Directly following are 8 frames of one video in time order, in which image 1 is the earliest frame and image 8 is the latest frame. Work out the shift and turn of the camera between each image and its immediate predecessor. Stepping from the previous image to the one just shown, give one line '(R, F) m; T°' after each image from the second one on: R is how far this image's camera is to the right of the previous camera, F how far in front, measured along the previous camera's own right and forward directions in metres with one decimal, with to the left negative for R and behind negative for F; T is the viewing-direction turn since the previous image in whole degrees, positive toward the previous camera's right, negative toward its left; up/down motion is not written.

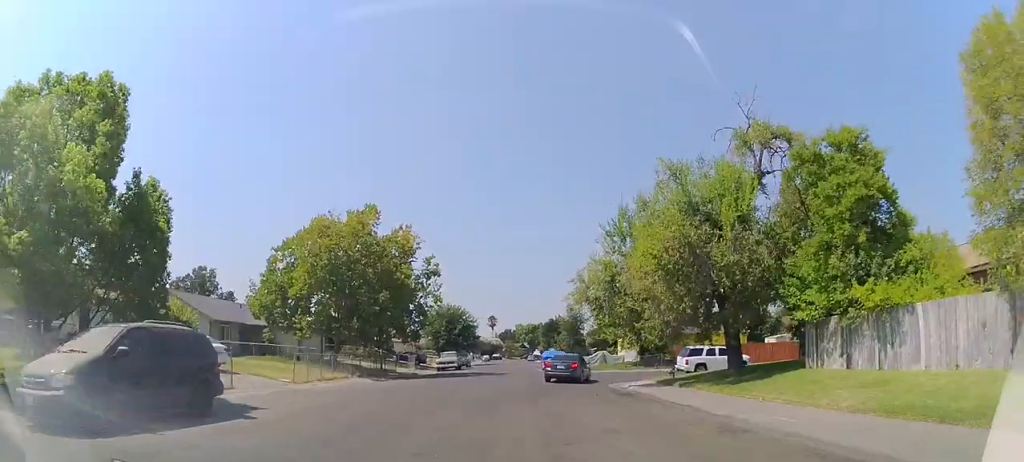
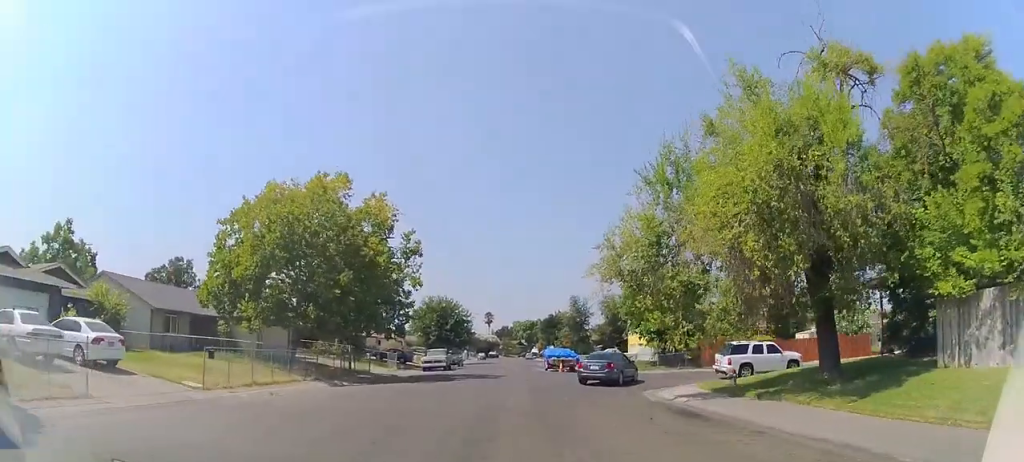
(-0.1, +6.9) m; +2°
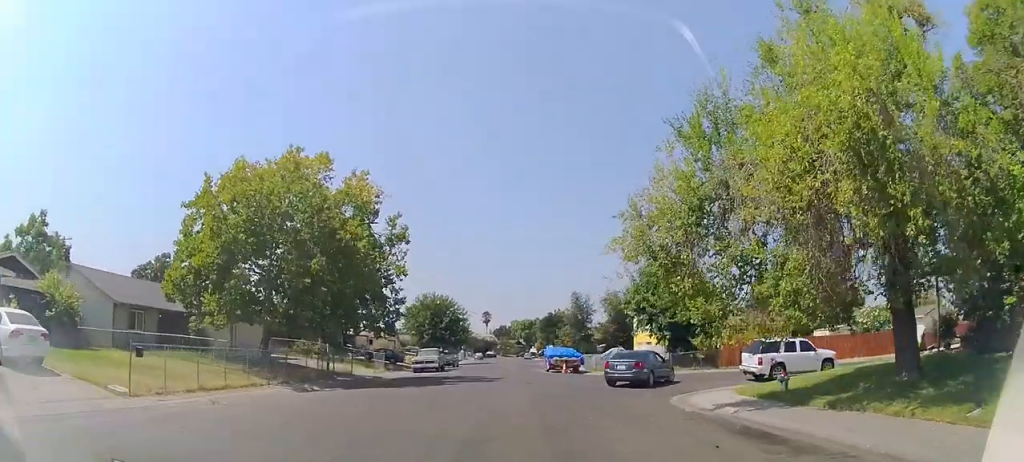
(-0.1, +3.5) m; +2°
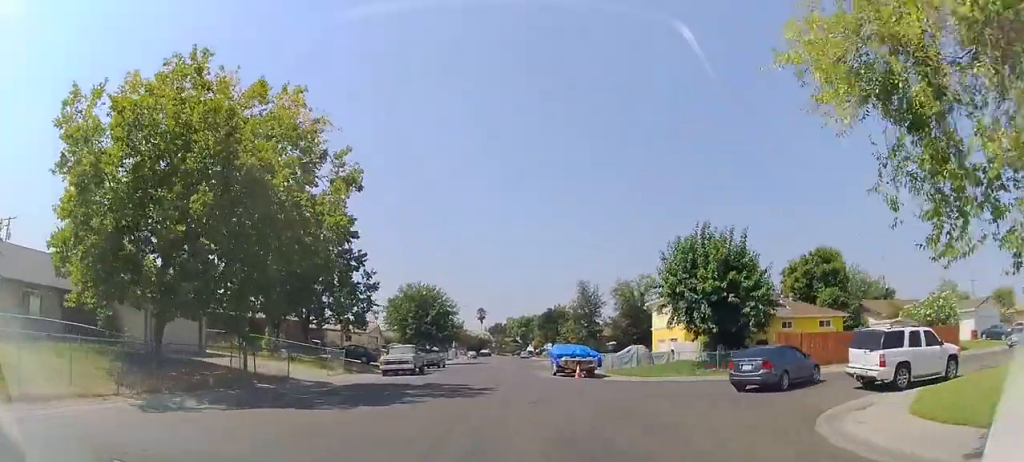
(+0.7, +8.7) m; +1°
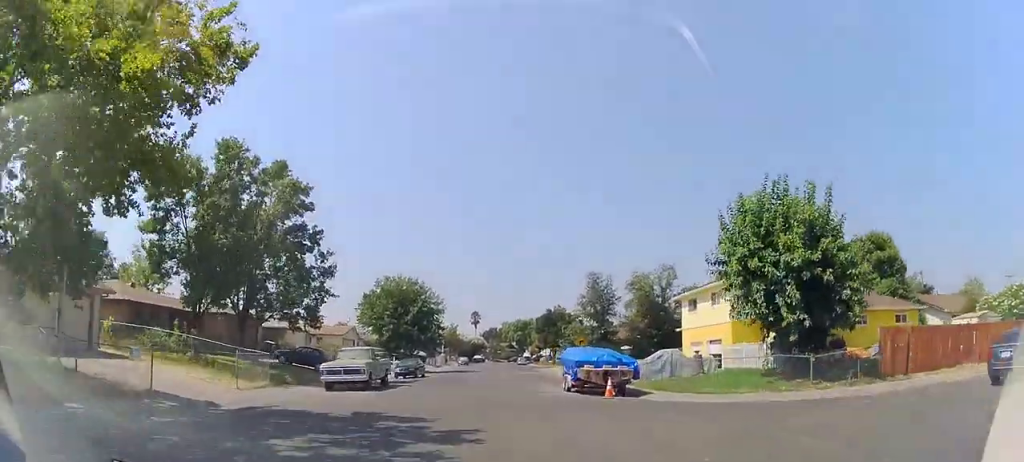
(-0.7, +9.4) m; -4°
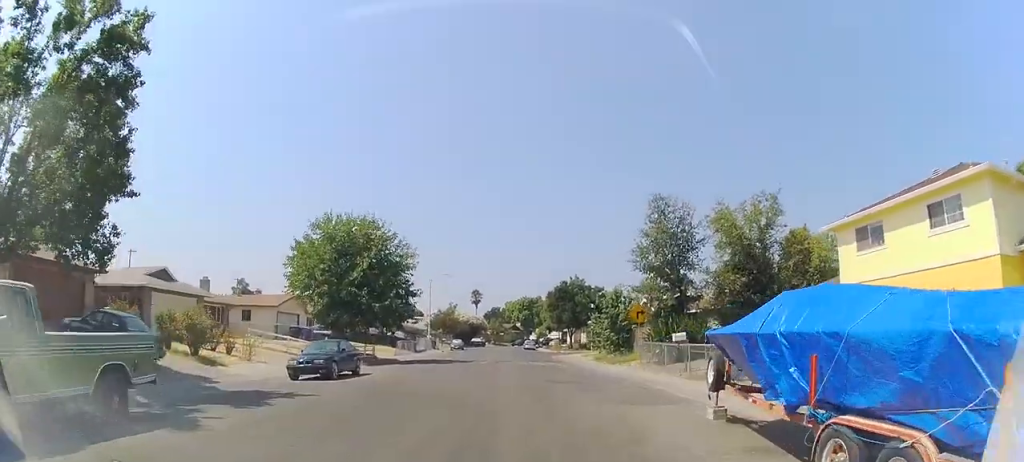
(+0.3, +19.1) m; +4°
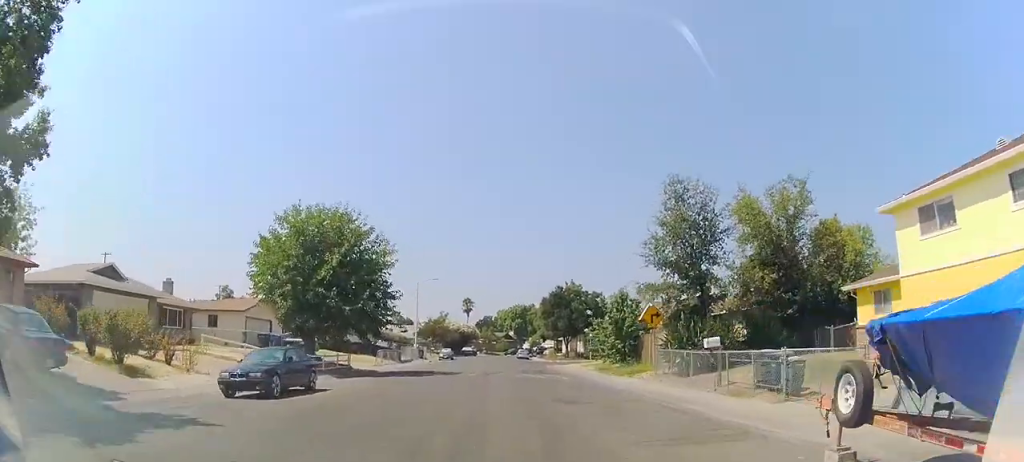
(+0.1, +4.2) m; 0°
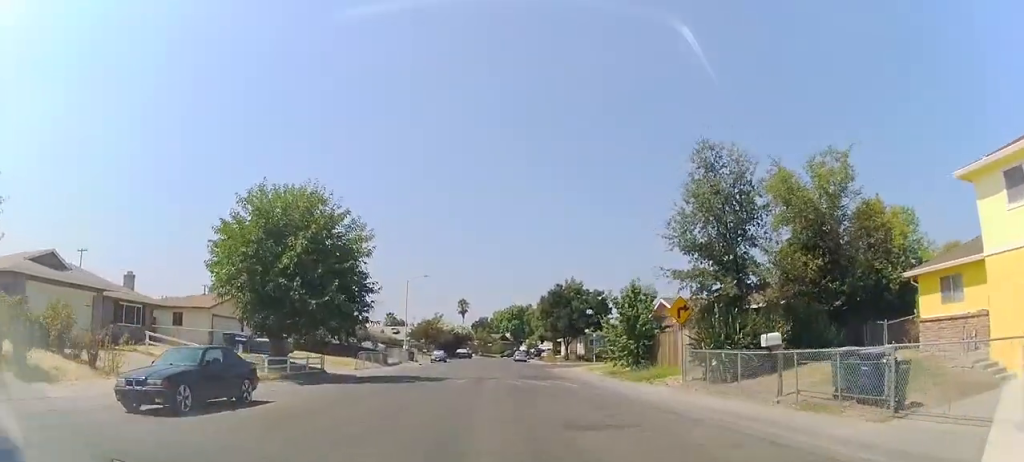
(+0.1, +4.2) m; -2°
